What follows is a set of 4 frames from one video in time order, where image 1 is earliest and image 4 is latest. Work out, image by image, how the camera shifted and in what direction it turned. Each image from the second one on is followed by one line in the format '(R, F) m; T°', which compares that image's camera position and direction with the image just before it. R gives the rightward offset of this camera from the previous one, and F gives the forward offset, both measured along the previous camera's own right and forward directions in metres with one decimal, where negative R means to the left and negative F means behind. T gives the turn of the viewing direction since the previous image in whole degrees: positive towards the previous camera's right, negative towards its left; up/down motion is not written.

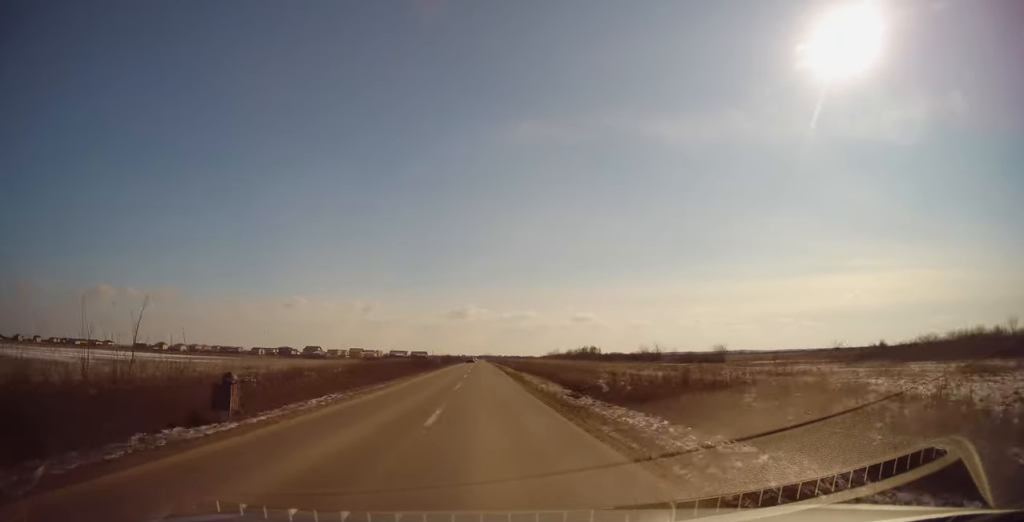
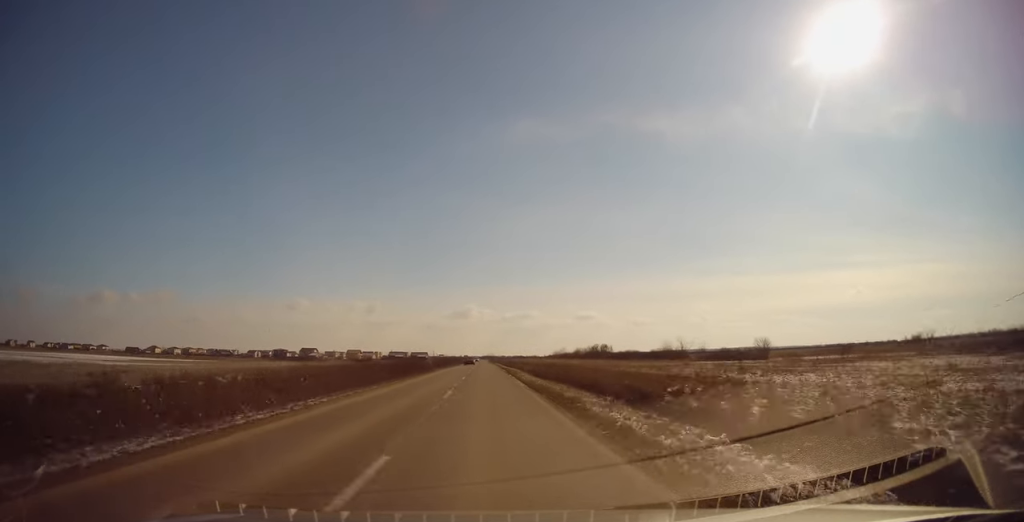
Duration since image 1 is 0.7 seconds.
(+0.1, +19.4) m; 0°
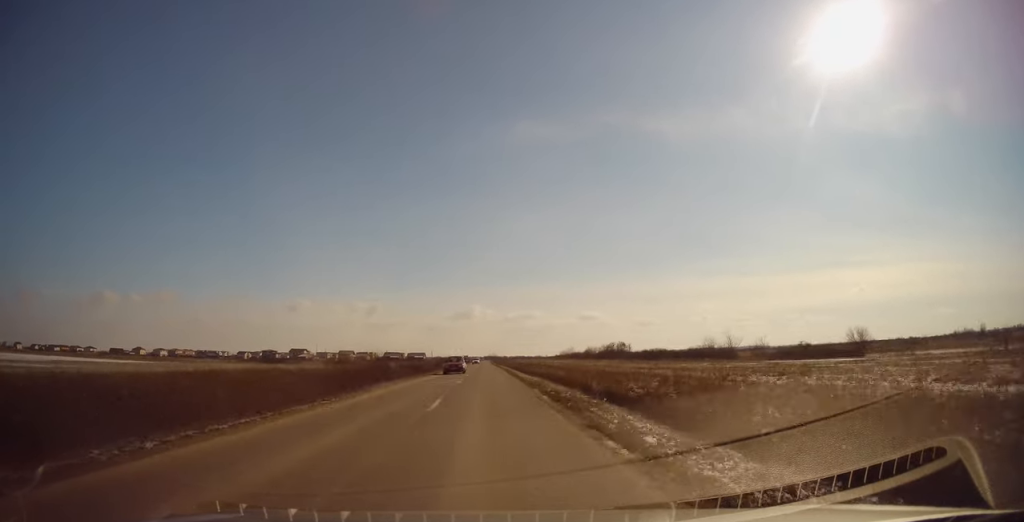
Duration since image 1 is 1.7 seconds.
(+0.3, +29.9) m; 0°
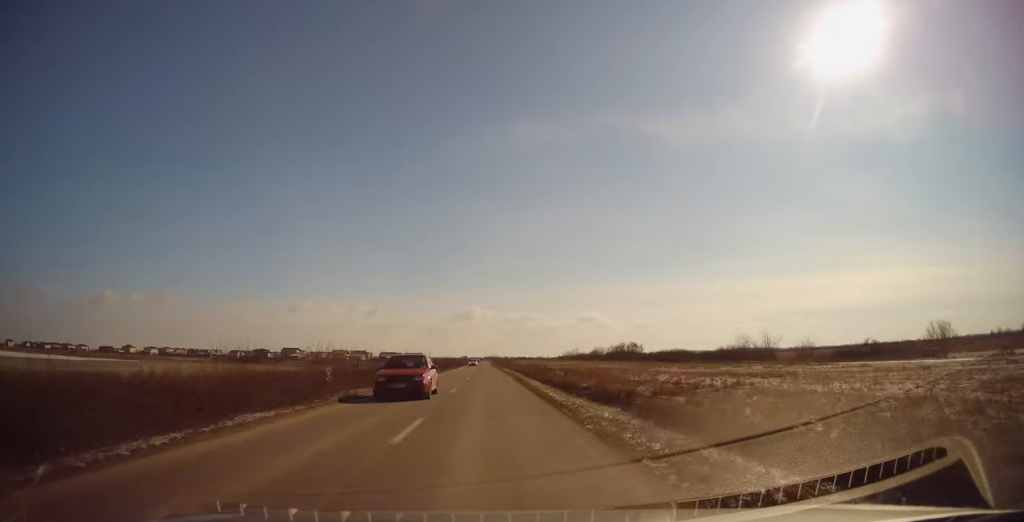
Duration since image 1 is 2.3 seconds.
(0.0, +17.3) m; -1°
